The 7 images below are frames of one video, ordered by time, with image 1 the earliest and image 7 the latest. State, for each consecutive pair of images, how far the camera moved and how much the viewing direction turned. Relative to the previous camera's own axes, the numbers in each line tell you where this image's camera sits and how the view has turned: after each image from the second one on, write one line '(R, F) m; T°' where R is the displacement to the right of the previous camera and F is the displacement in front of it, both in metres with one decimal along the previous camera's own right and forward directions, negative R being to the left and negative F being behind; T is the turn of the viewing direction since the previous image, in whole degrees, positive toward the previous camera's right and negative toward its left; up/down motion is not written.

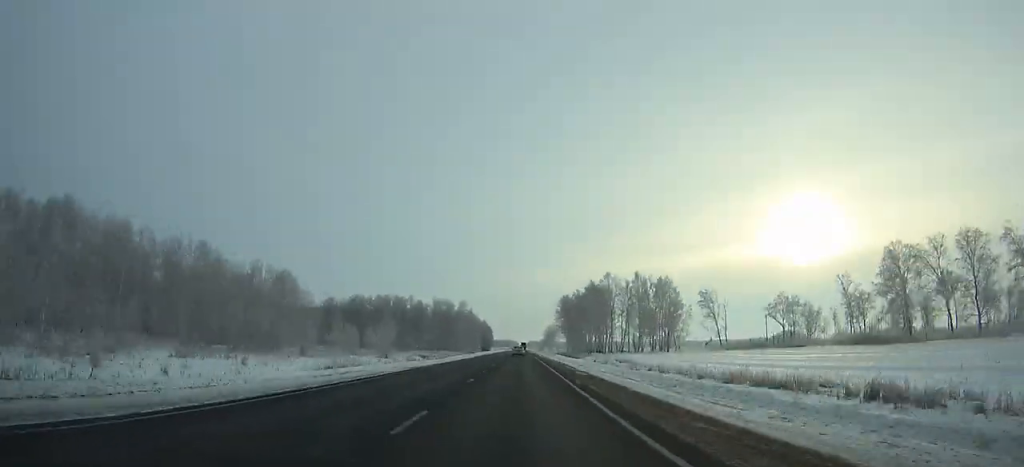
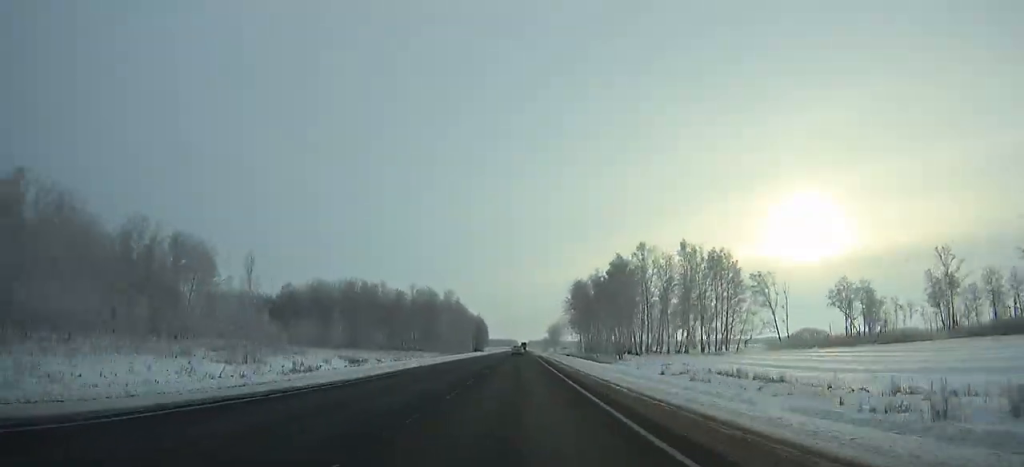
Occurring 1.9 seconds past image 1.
(0.0, +51.8) m; 0°
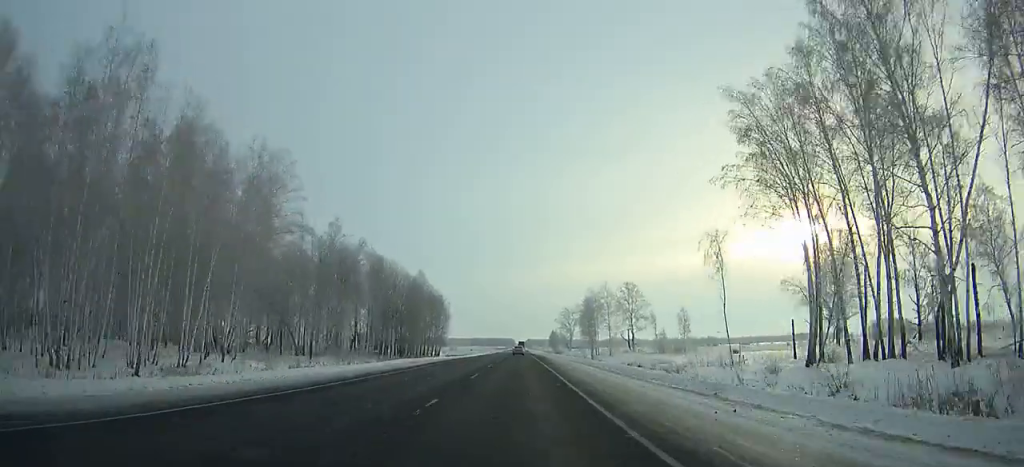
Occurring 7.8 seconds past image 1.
(+0.4, +162.3) m; 0°
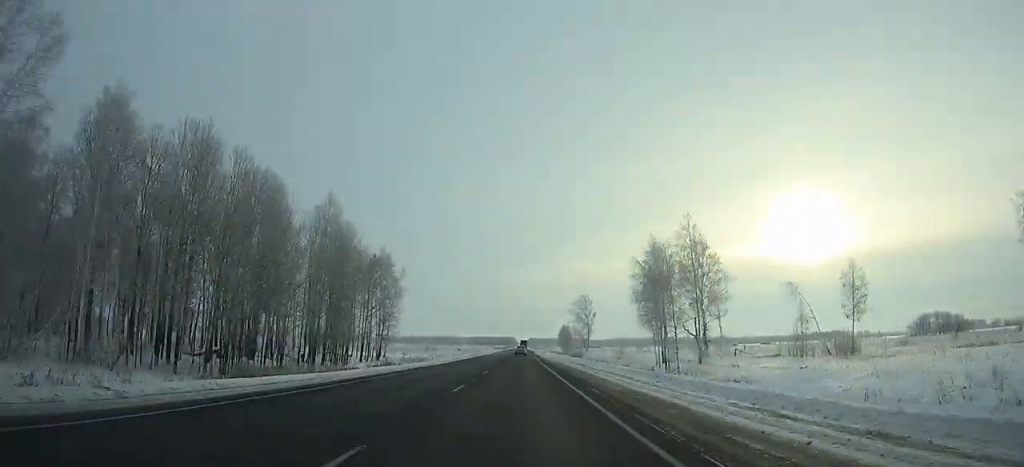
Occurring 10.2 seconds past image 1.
(-0.1, +66.3) m; 0°
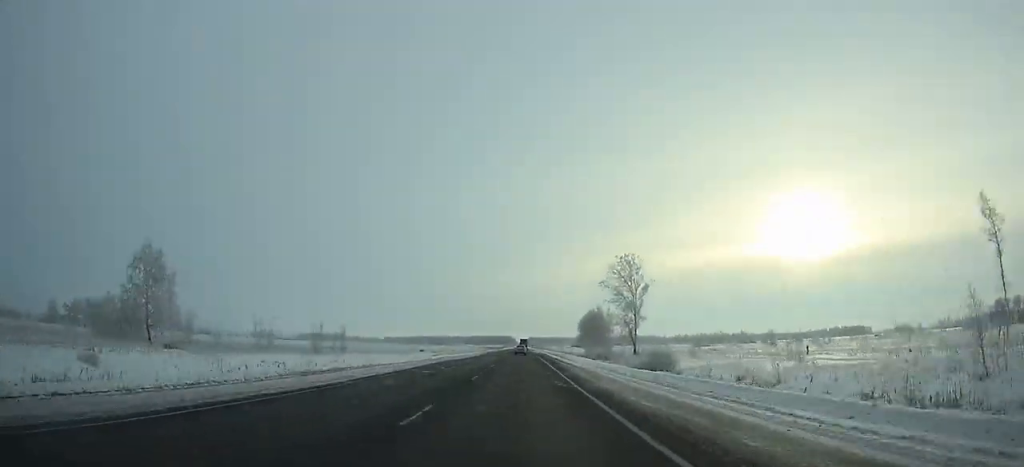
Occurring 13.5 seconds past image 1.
(-0.2, +90.9) m; 0°
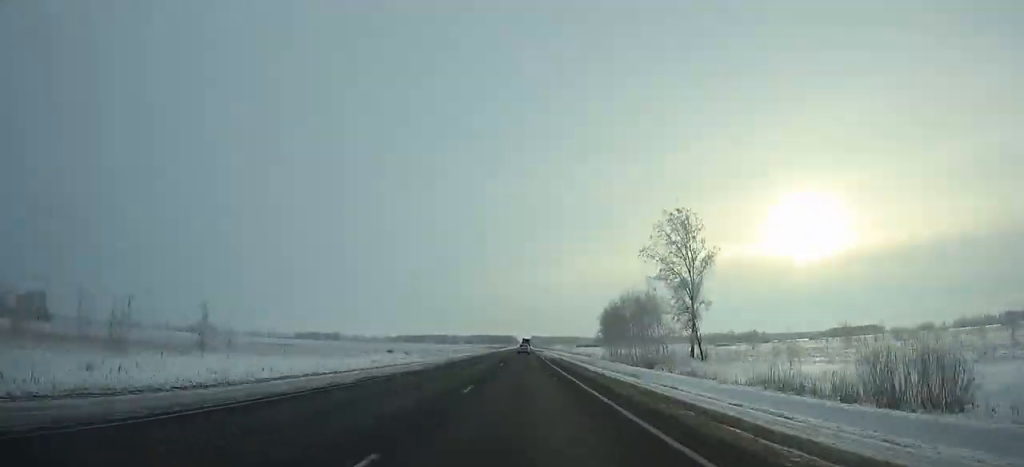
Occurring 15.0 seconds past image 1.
(0.0, +41.0) m; 0°
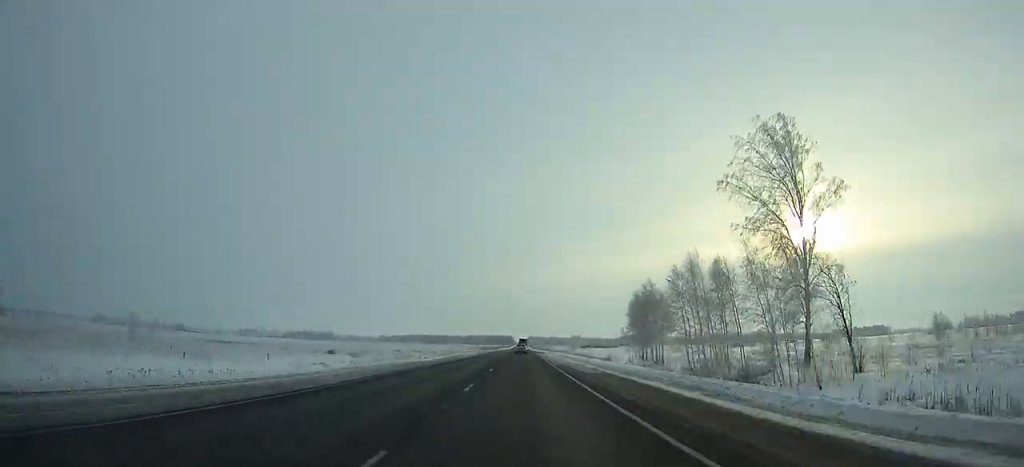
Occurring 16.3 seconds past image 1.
(0.0, +35.6) m; 0°
